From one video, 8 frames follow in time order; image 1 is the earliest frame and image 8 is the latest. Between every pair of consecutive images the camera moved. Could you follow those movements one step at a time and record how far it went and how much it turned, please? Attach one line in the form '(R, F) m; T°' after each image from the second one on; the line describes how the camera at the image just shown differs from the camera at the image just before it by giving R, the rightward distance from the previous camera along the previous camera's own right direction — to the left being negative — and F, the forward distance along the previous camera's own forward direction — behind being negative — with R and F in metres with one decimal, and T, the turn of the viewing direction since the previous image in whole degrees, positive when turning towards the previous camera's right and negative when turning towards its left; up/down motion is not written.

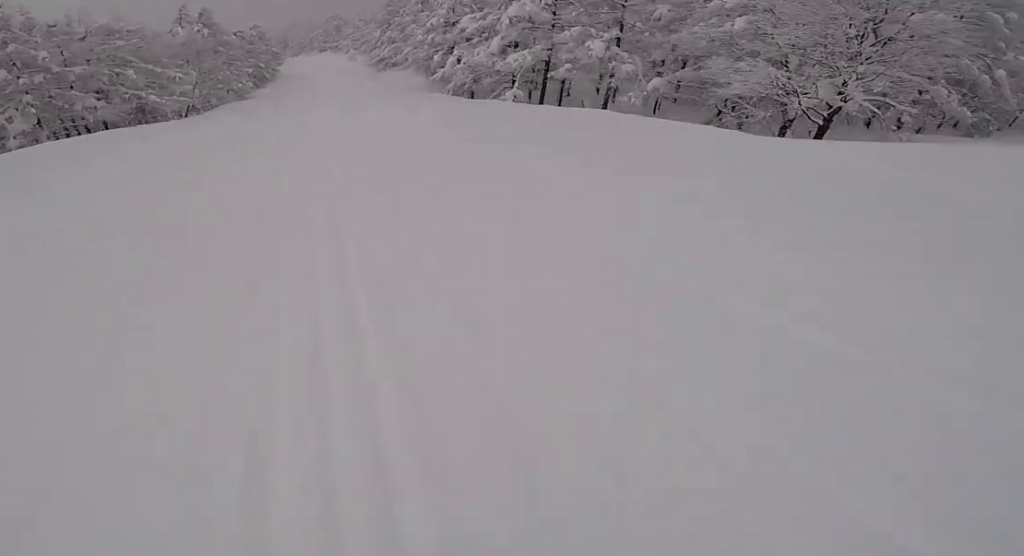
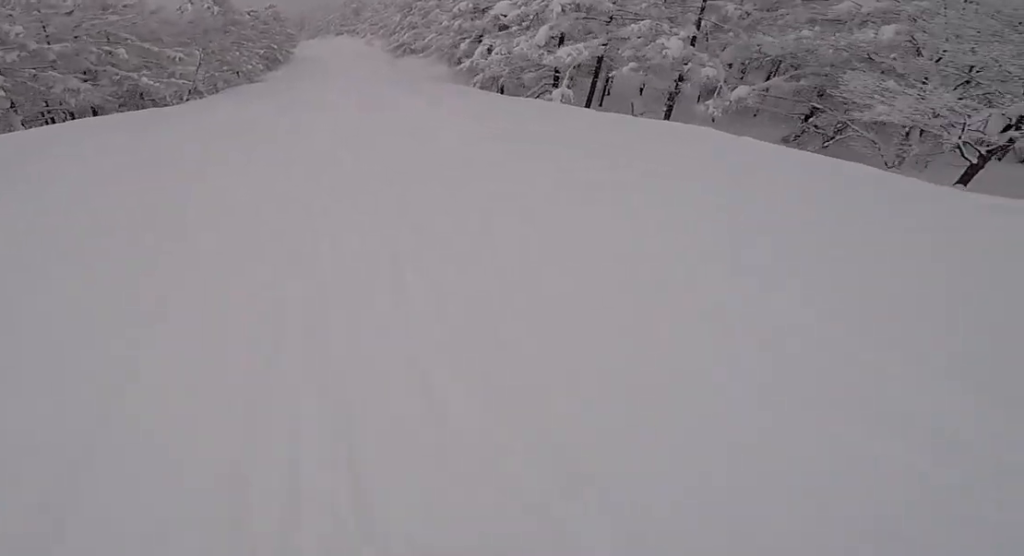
(+0.2, +4.3) m; +3°
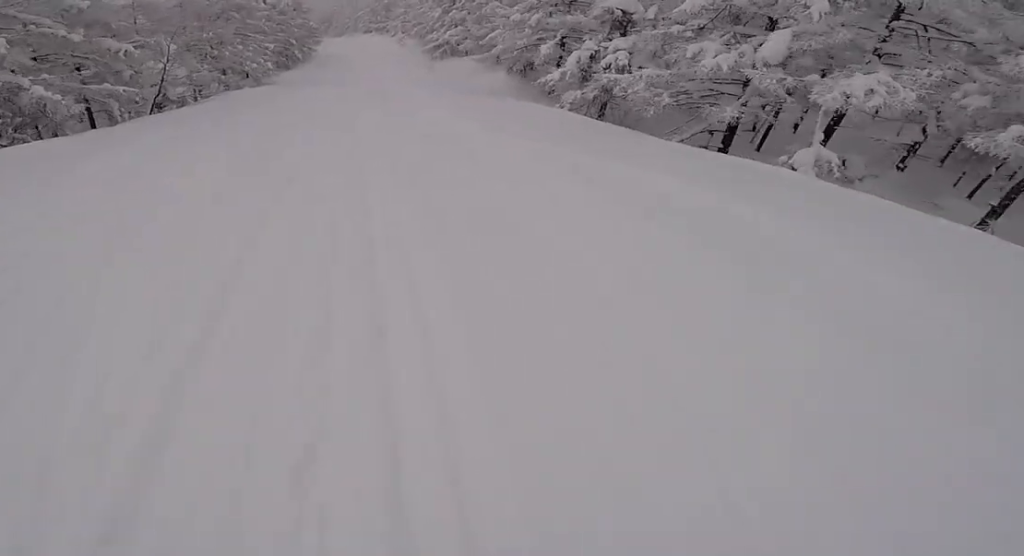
(+1.0, +12.7) m; +3°
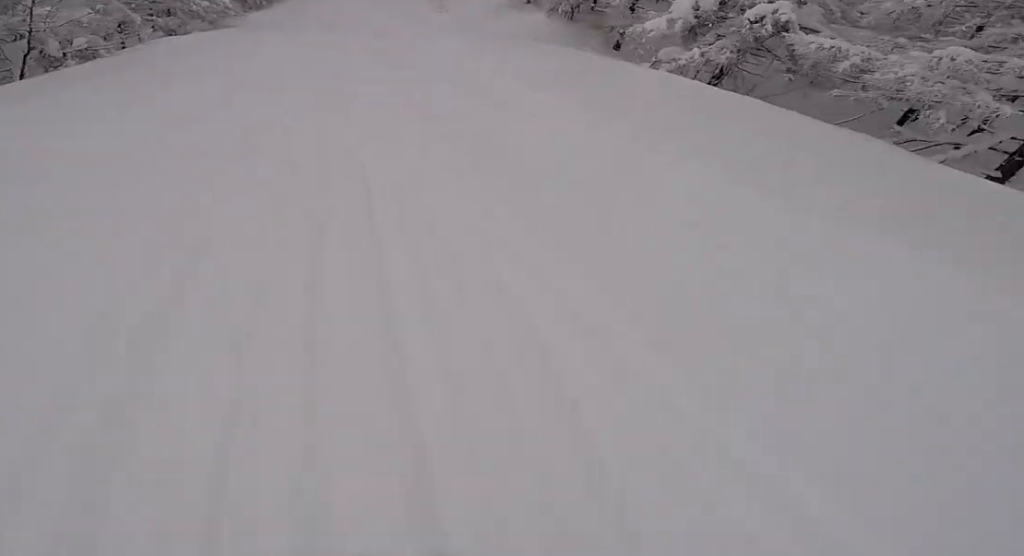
(-0.3, +8.8) m; -6°
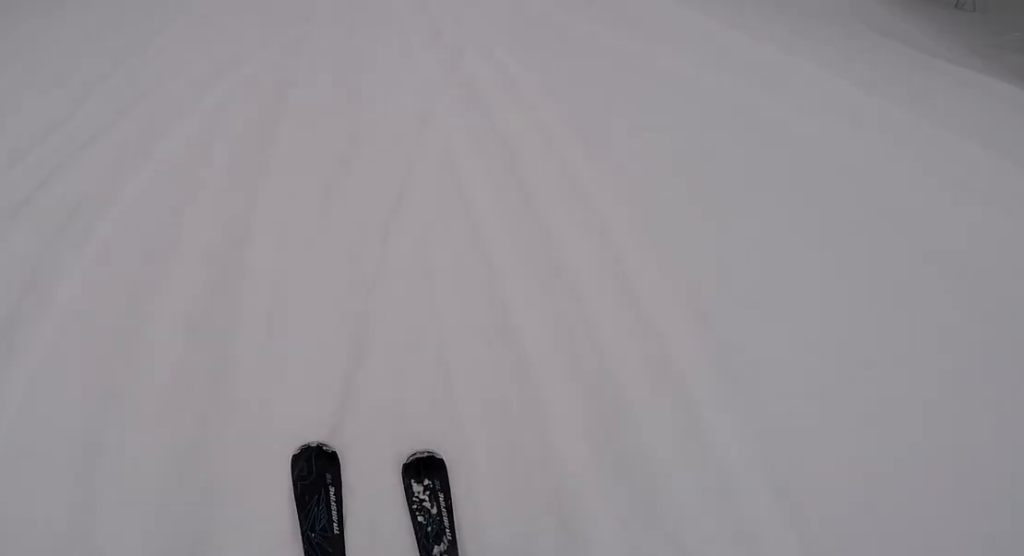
(-1.8, +16.3) m; -3°
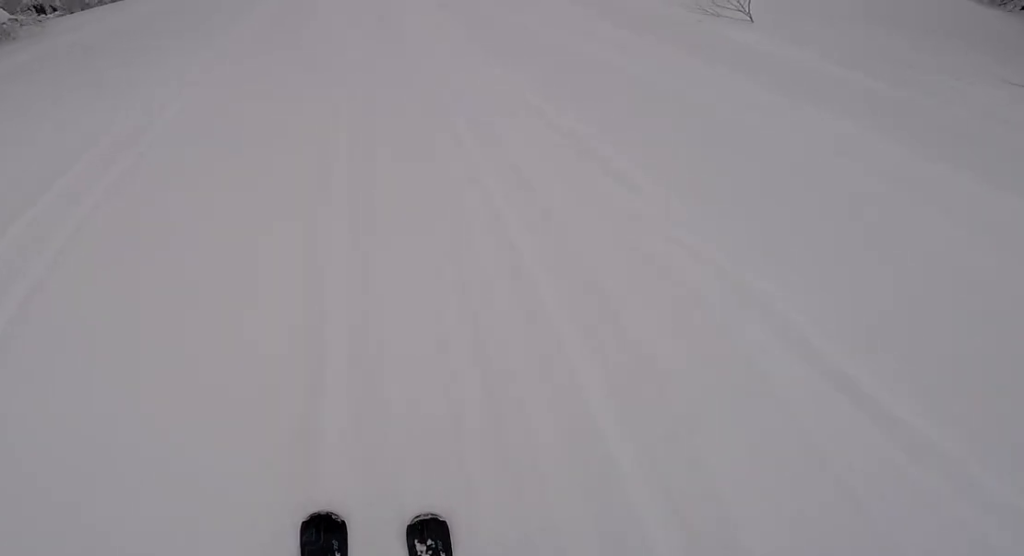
(+1.4, +13.8) m; +6°
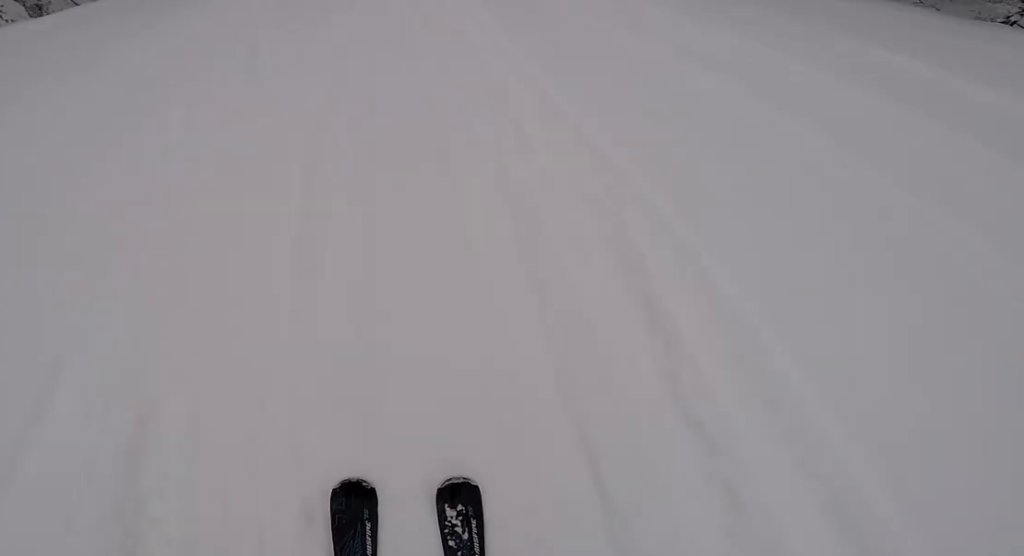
(0.0, +9.3) m; 0°
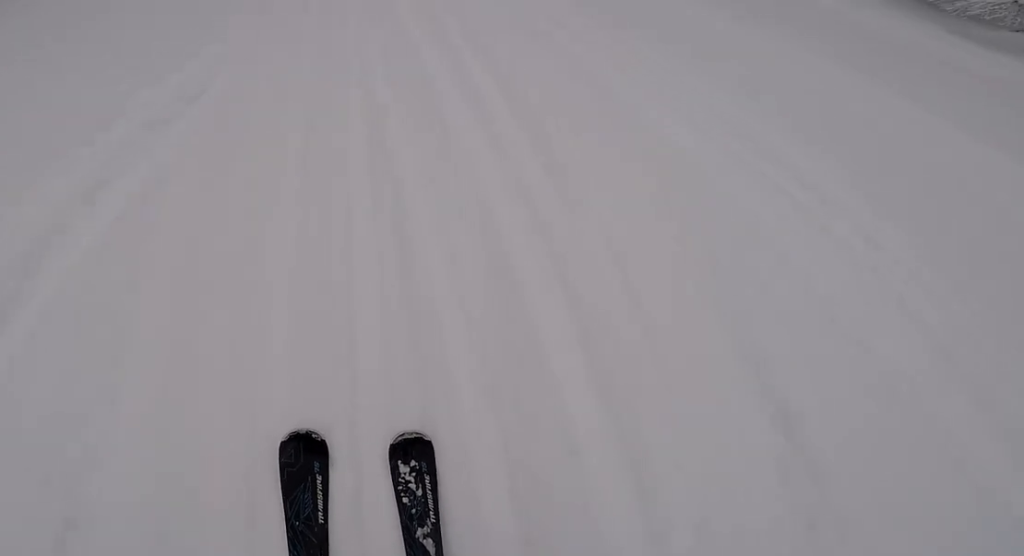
(0.0, +12.9) m; -2°
